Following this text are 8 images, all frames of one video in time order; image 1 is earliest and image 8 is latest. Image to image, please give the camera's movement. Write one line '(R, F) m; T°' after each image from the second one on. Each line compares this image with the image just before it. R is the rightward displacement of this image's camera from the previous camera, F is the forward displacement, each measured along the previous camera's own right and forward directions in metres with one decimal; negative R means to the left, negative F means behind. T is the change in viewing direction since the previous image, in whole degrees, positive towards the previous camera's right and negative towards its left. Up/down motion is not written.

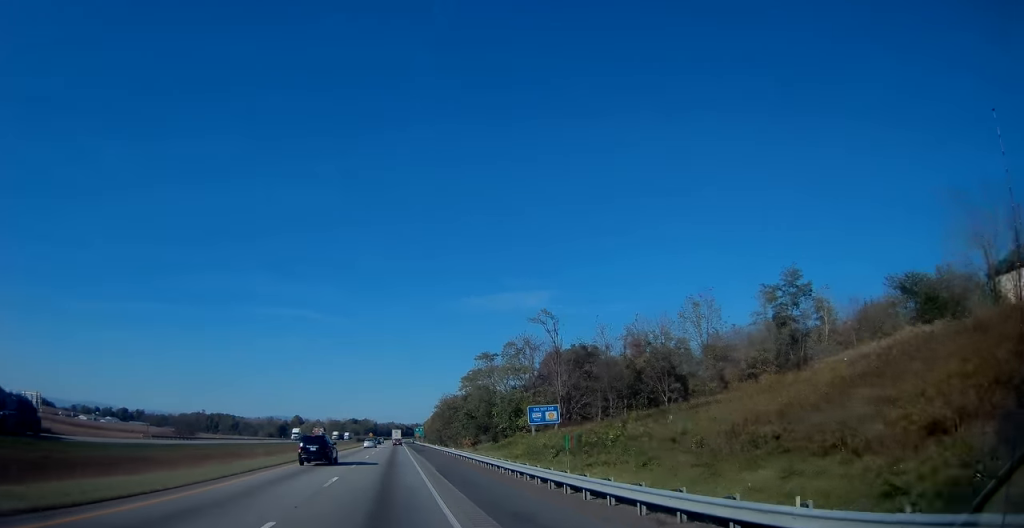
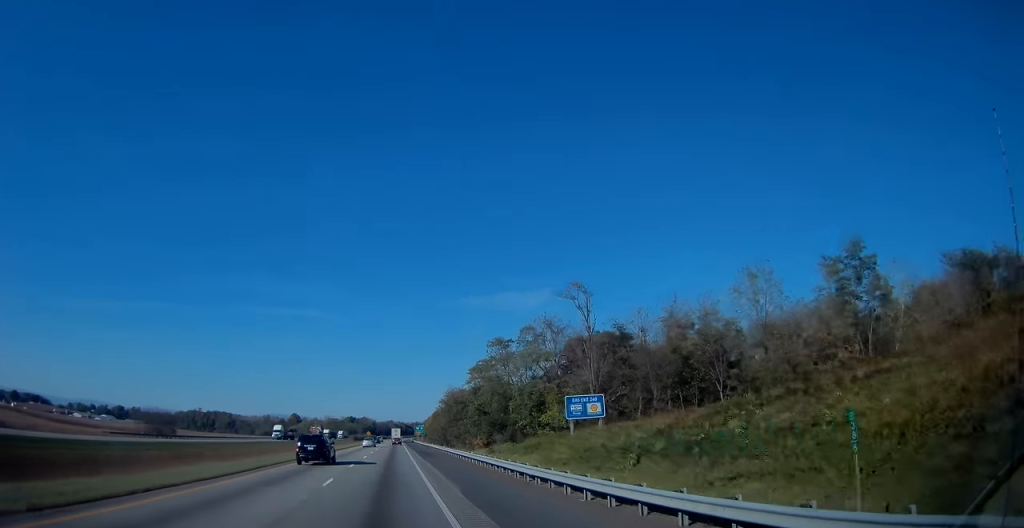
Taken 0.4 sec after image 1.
(-0.1, +13.5) m; 0°
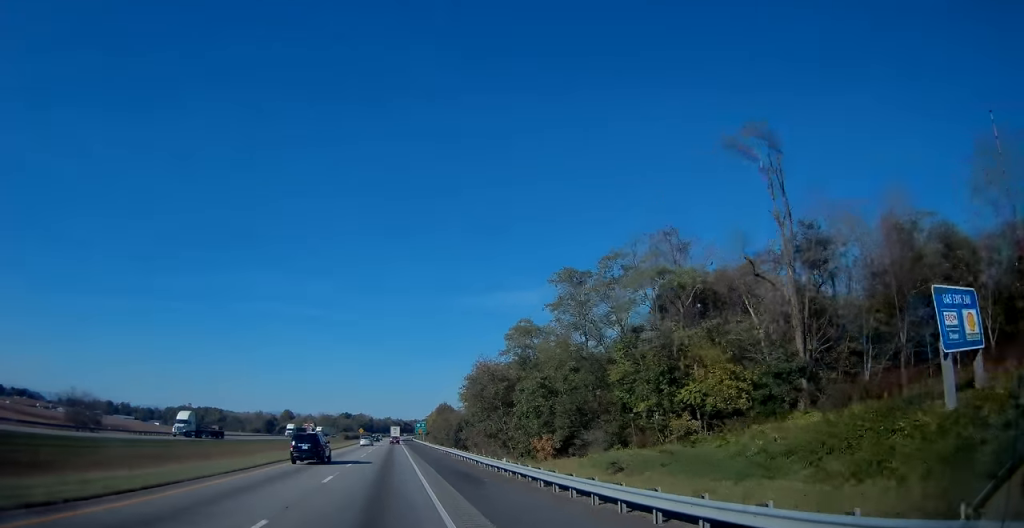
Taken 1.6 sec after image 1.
(+0.2, +35.3) m; 0°
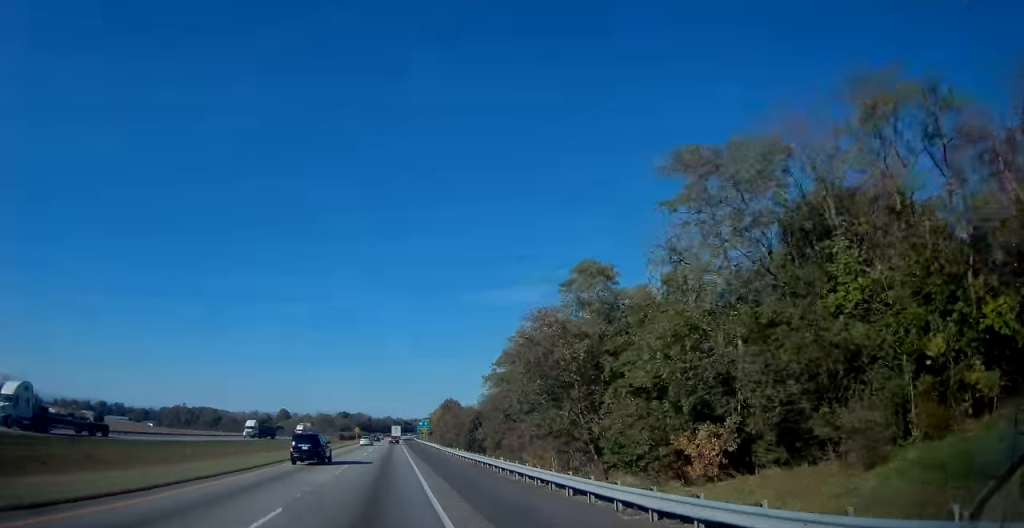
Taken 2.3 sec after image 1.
(-0.2, +22.8) m; 0°
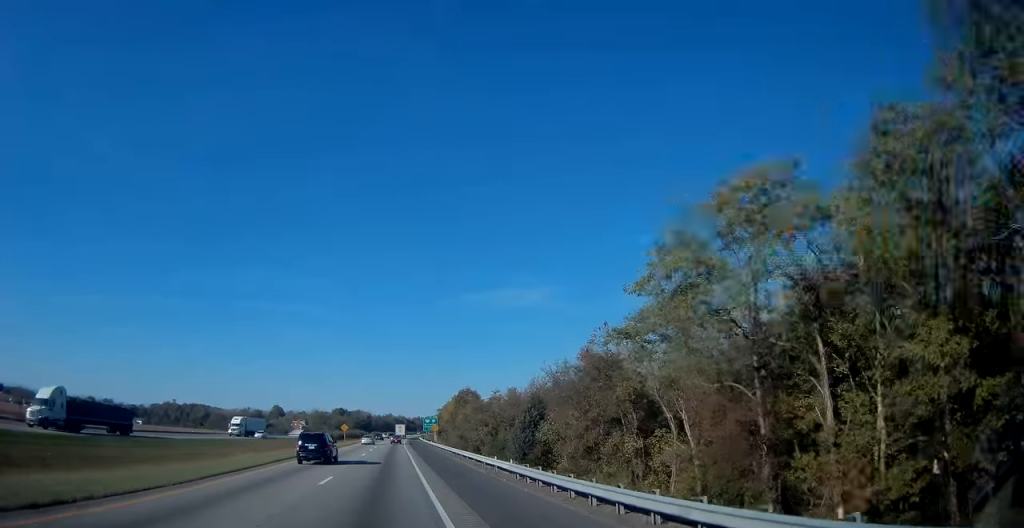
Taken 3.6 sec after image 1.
(+0.3, +40.5) m; 0°
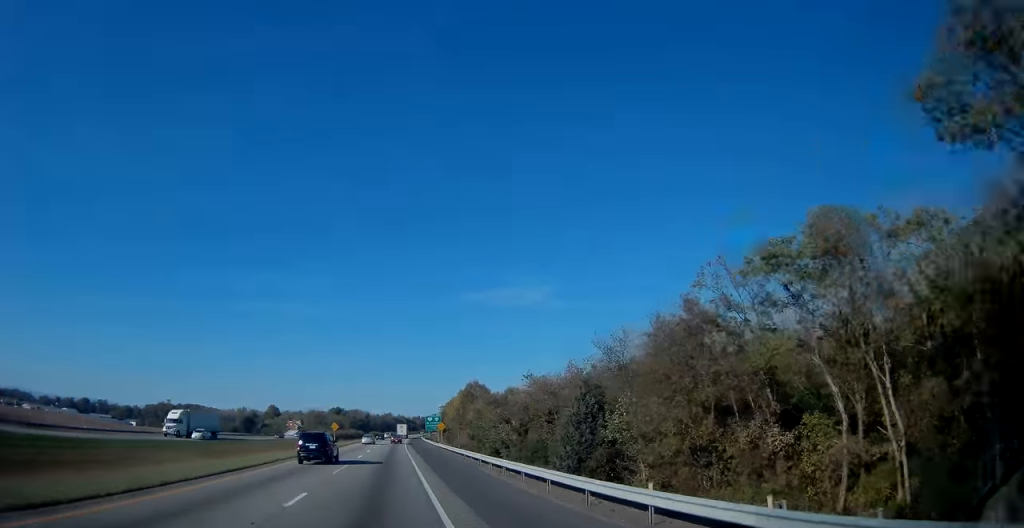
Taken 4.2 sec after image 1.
(-0.2, +17.7) m; 0°
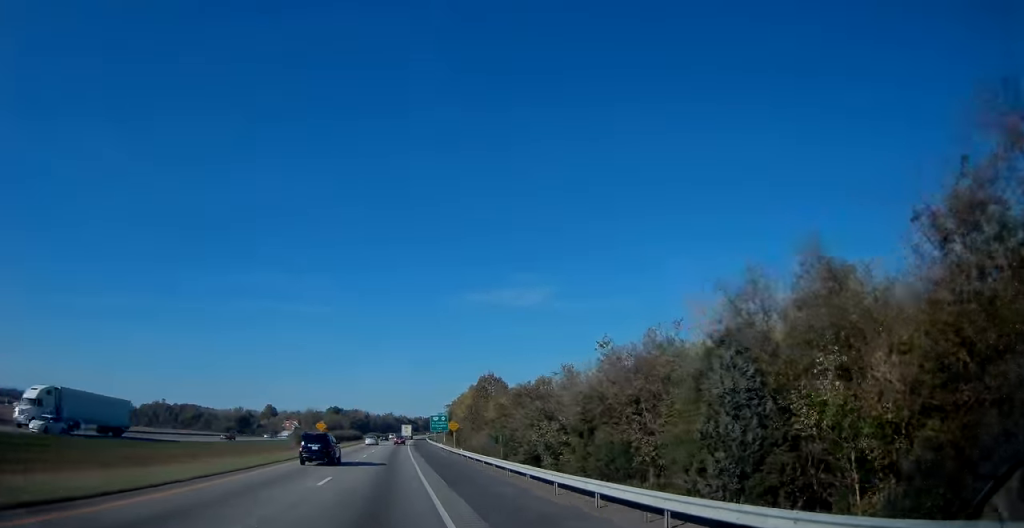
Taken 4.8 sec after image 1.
(-0.1, +19.7) m; 0°
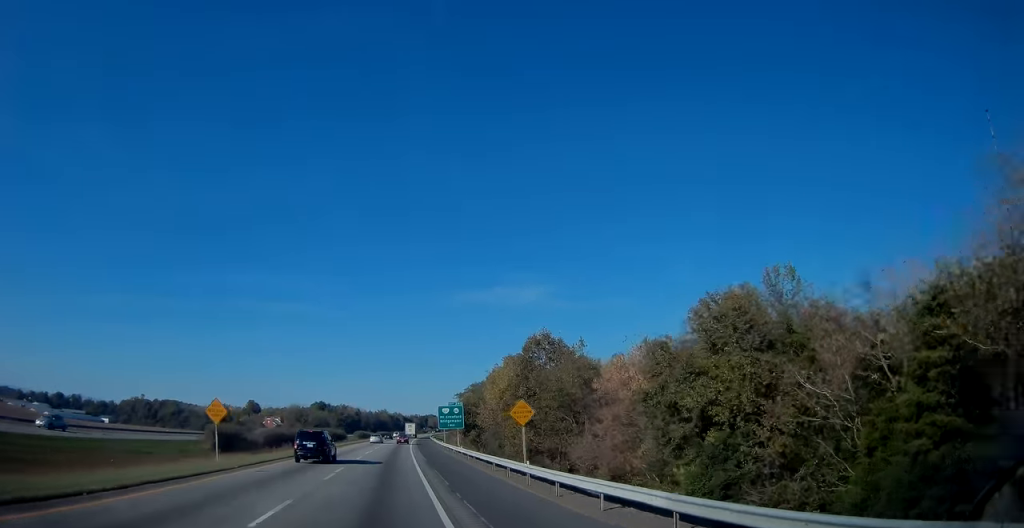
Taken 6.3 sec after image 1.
(+0.4, +46.4) m; 0°
